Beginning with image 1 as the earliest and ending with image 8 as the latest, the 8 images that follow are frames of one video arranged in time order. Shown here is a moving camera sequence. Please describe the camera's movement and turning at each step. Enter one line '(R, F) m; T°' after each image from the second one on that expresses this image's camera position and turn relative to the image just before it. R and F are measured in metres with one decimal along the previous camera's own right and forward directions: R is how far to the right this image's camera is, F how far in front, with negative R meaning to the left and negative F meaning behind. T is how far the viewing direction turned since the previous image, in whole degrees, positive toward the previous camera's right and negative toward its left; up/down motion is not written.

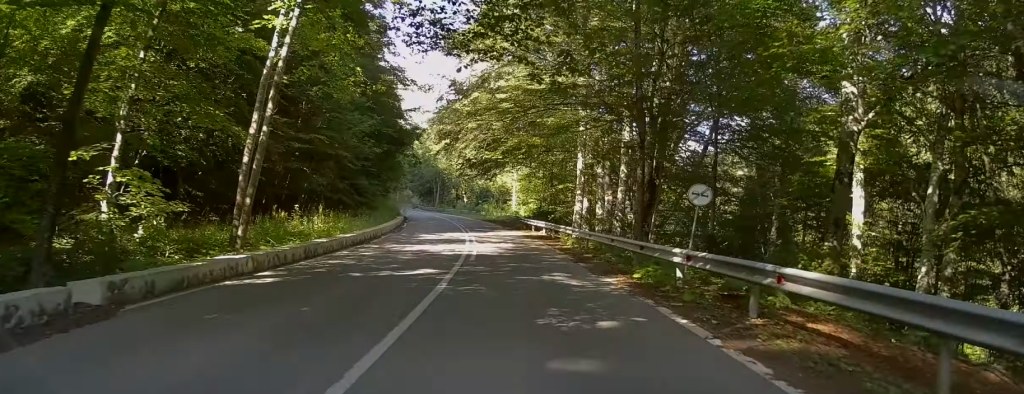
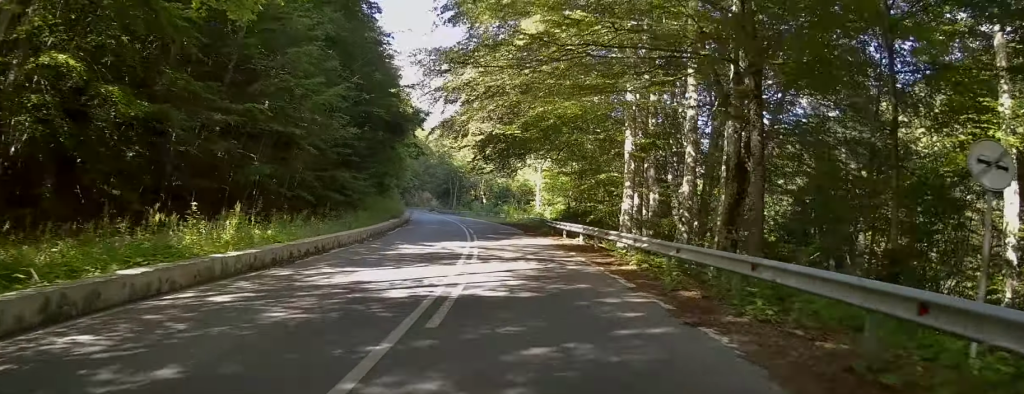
(-0.2, +10.6) m; -1°
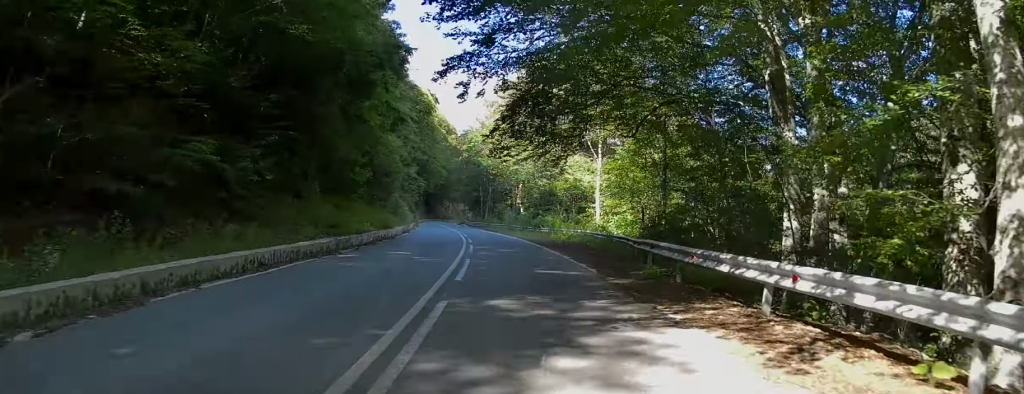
(-0.2, +21.2) m; -3°
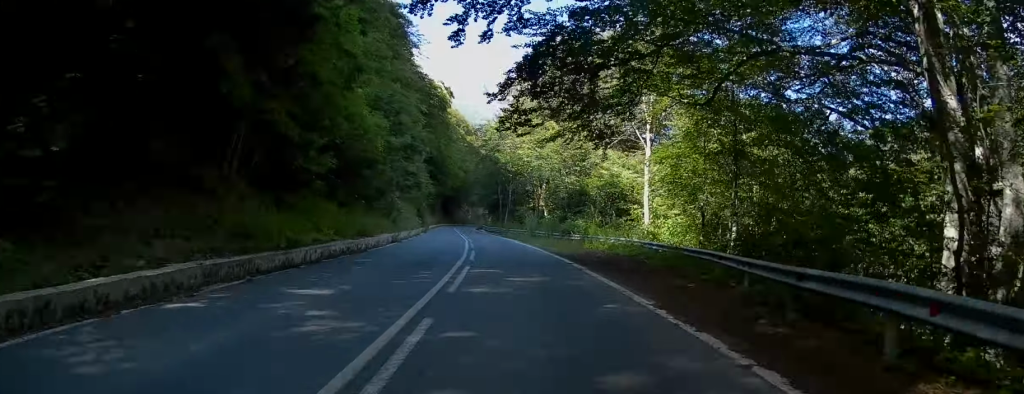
(-0.4, +10.1) m; -2°
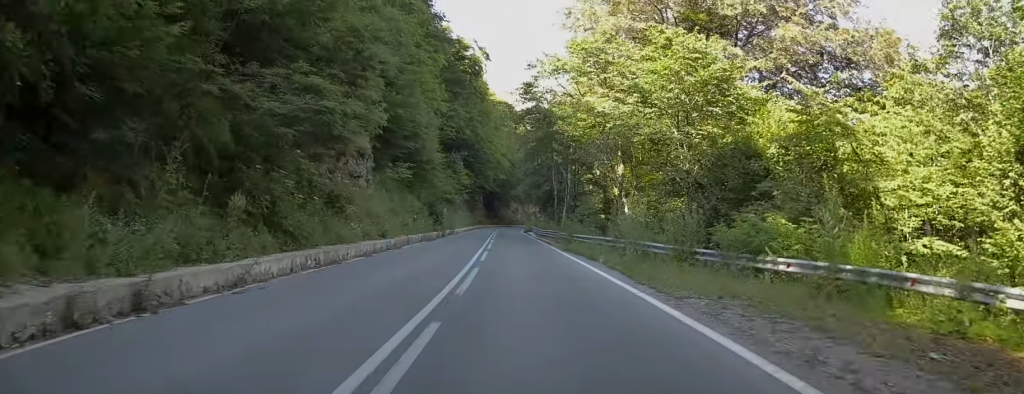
(-1.0, +26.6) m; -4°
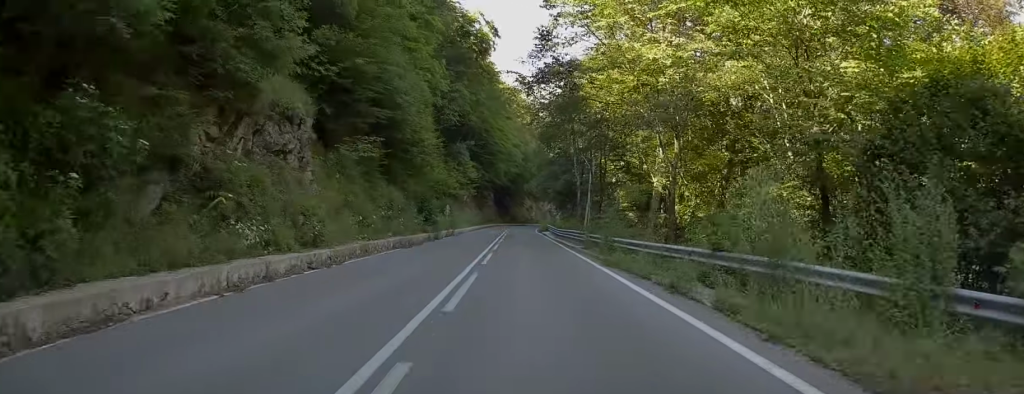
(-0.2, +10.7) m; -1°
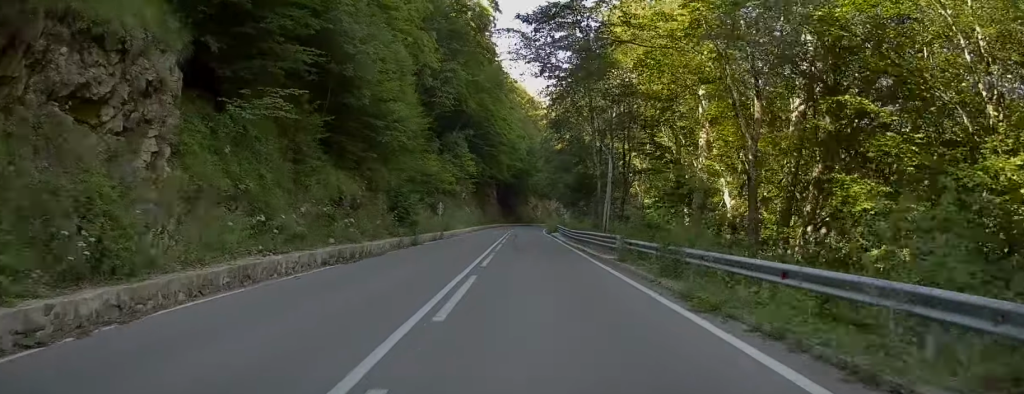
(-0.2, +9.5) m; 0°
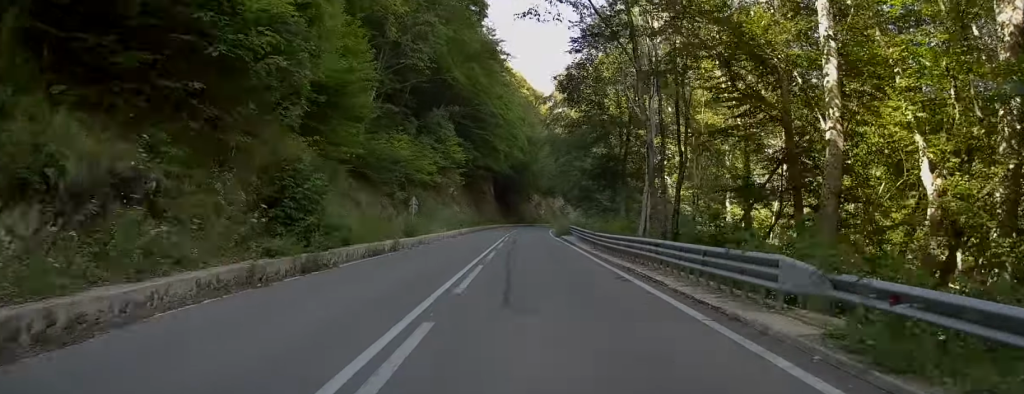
(+0.1, +14.6) m; 0°
